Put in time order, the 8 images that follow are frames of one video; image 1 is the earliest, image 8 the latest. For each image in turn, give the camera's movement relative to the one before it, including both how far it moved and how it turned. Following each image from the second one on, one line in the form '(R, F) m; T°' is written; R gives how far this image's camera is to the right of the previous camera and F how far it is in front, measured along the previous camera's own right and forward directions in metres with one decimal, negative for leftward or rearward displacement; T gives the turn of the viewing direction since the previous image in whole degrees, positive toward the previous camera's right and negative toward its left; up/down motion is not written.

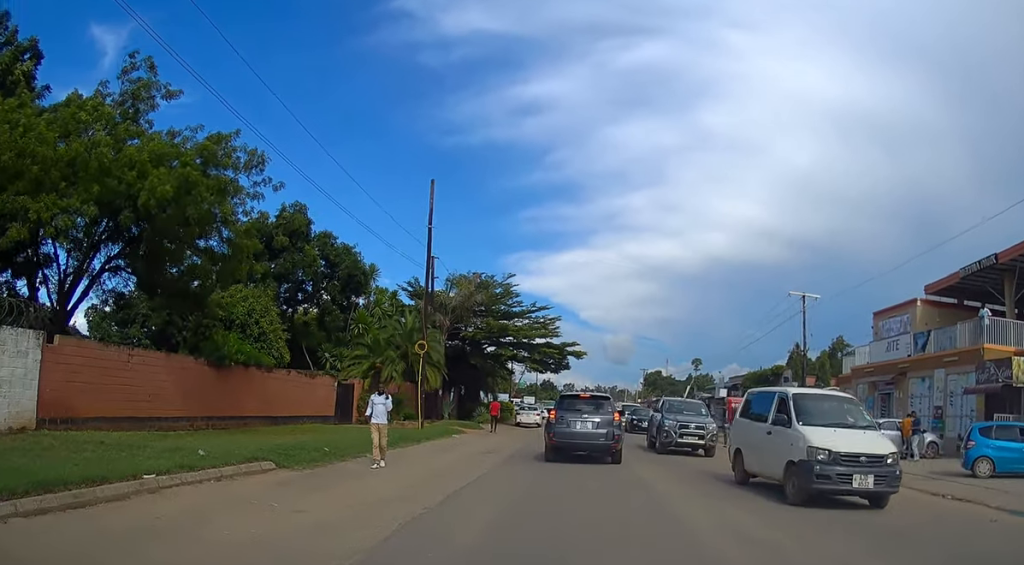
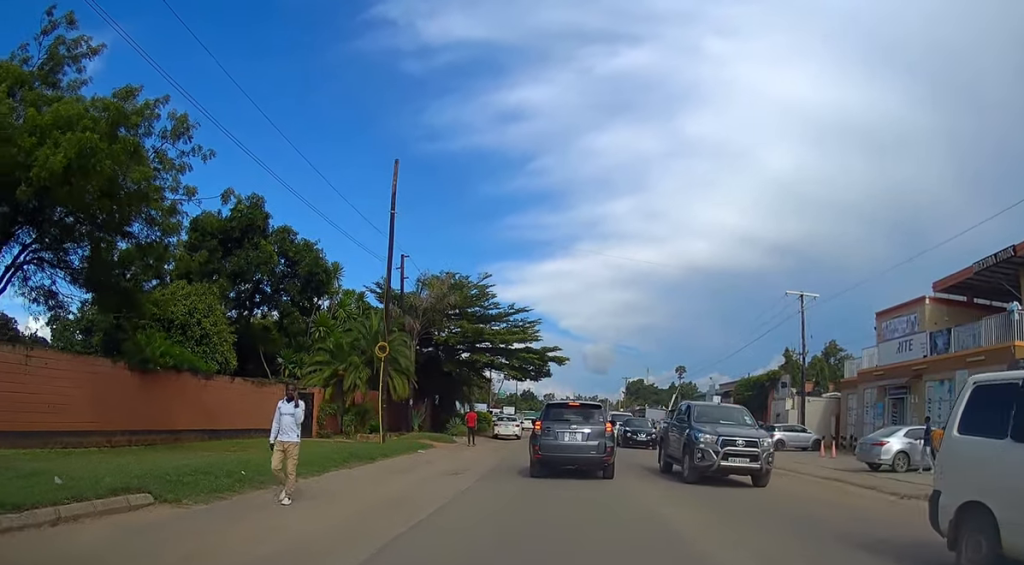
(0.0, +3.4) m; +2°
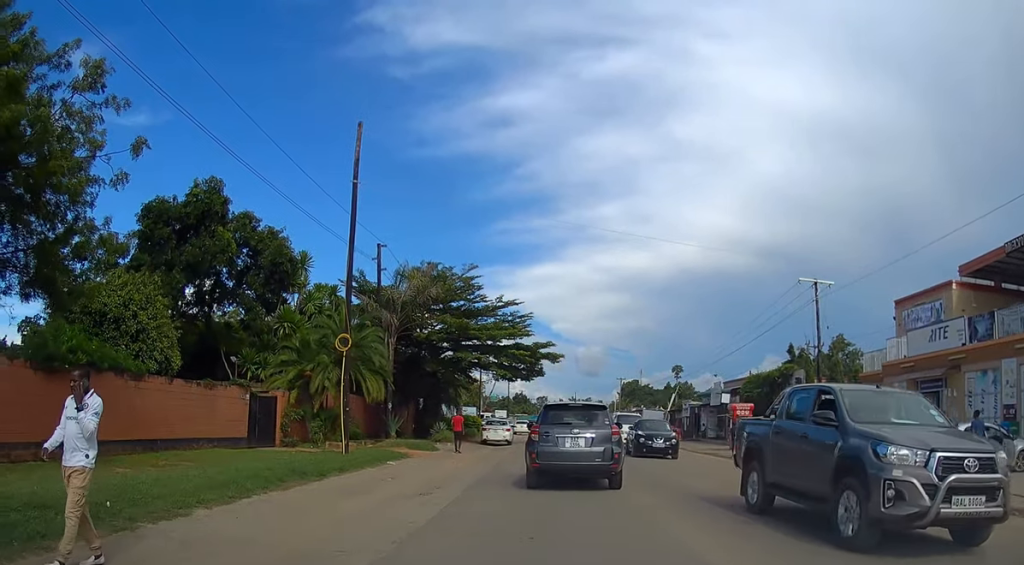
(+0.1, +3.8) m; +1°
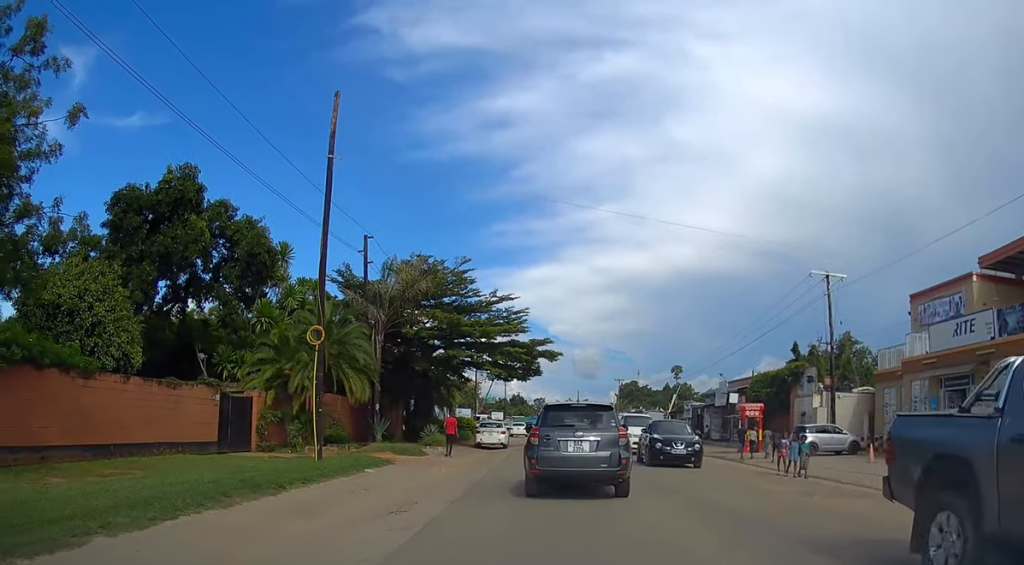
(+0.1, +2.2) m; 0°
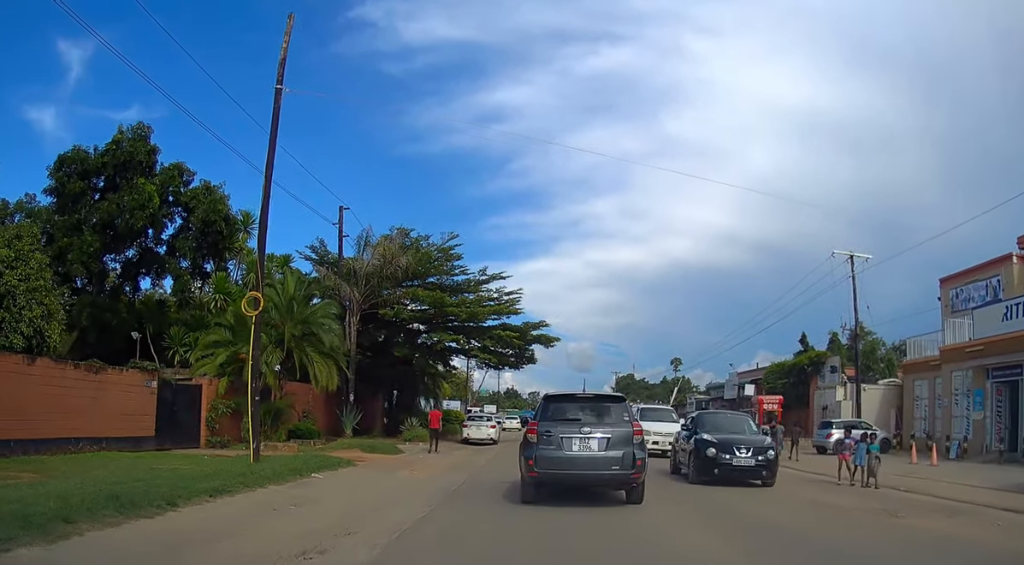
(-0.1, +3.7) m; 0°
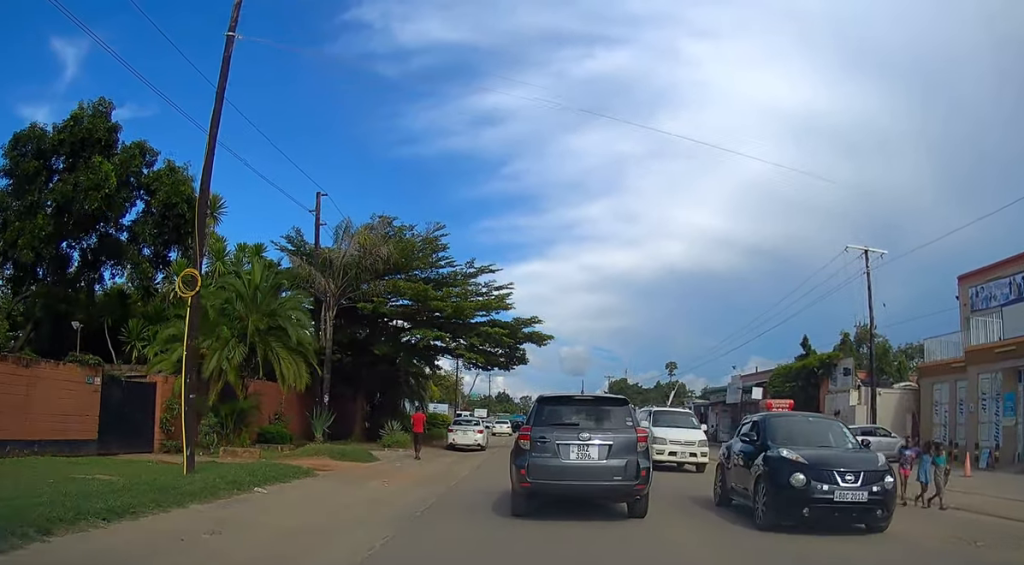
(+0.1, +2.5) m; +2°
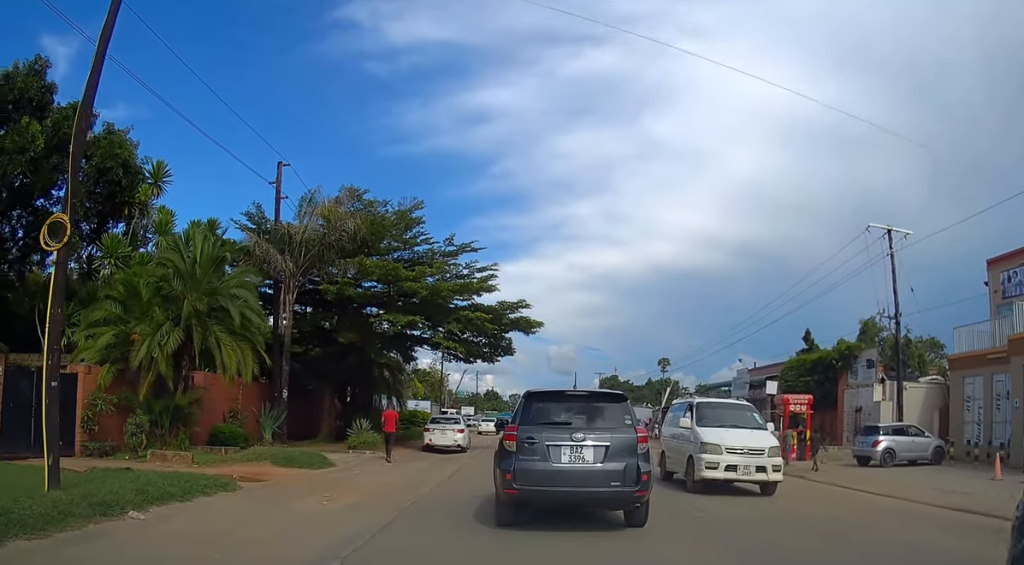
(+0.1, +3.5) m; +1°
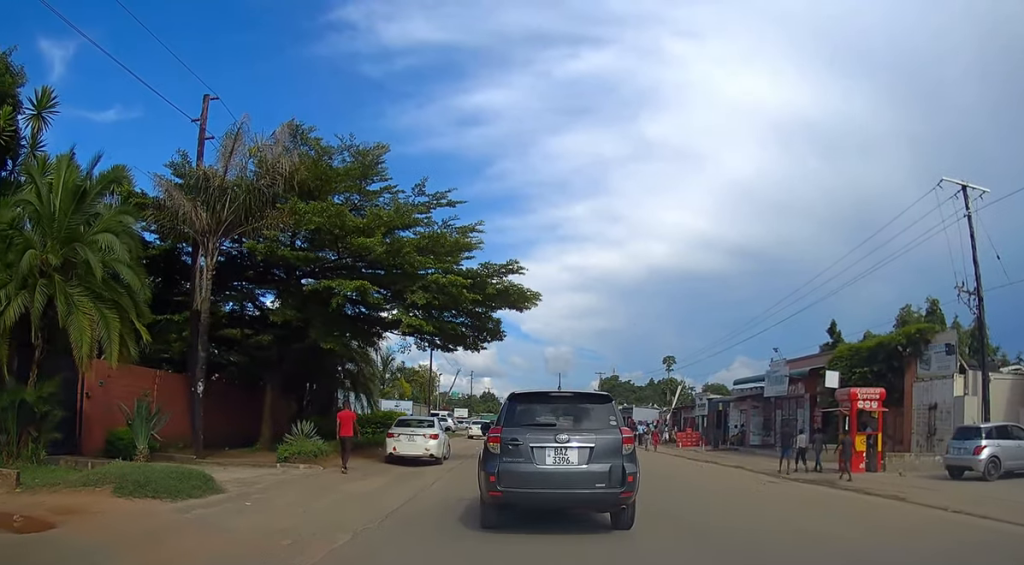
(-0.1, +6.8) m; +1°
